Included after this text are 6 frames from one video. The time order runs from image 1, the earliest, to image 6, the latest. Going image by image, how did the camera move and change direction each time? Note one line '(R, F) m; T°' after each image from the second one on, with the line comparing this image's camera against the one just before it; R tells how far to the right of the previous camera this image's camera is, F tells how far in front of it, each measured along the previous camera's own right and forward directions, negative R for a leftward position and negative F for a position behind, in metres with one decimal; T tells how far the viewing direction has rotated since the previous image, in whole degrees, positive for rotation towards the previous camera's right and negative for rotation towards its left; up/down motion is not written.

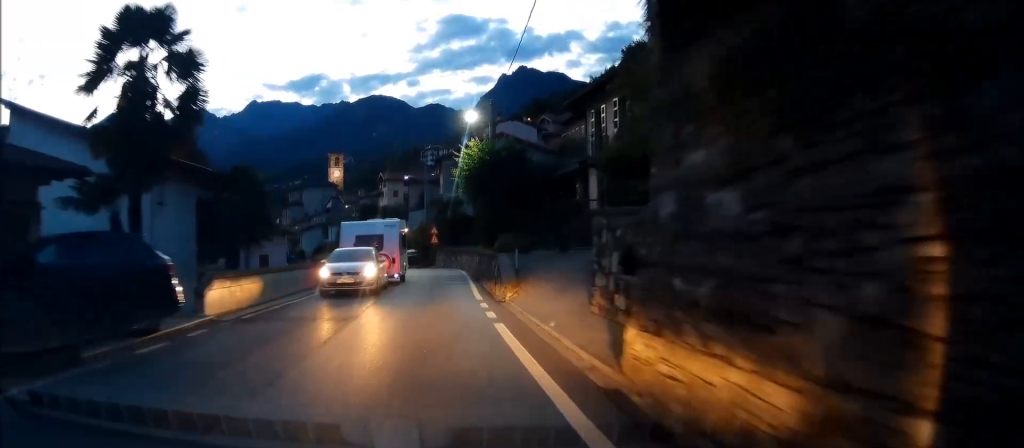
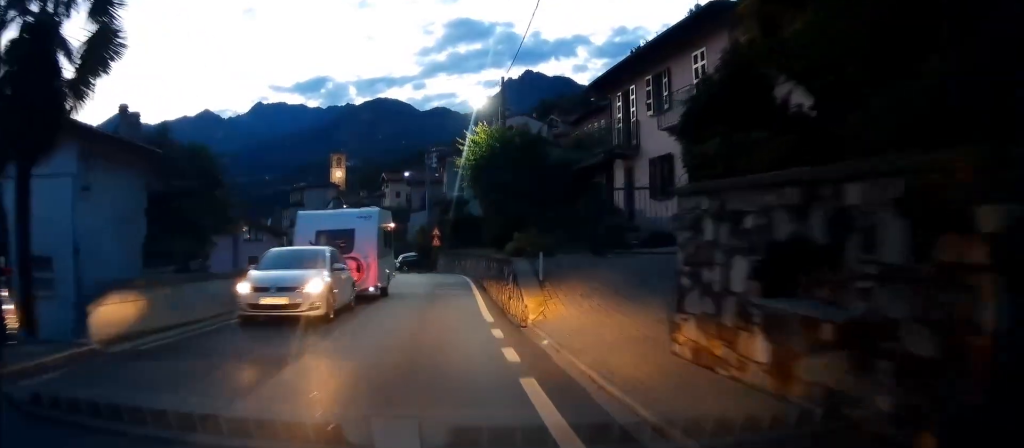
(0.0, +4.6) m; -4°
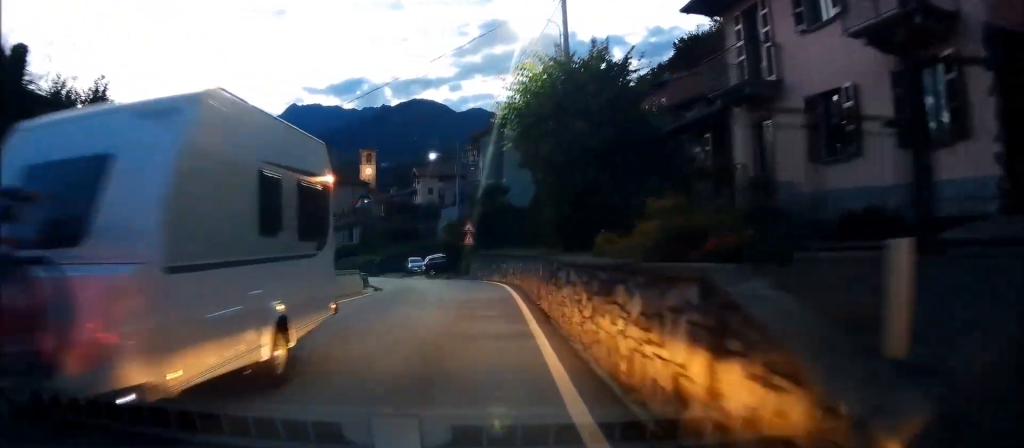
(-0.9, +9.7) m; -6°
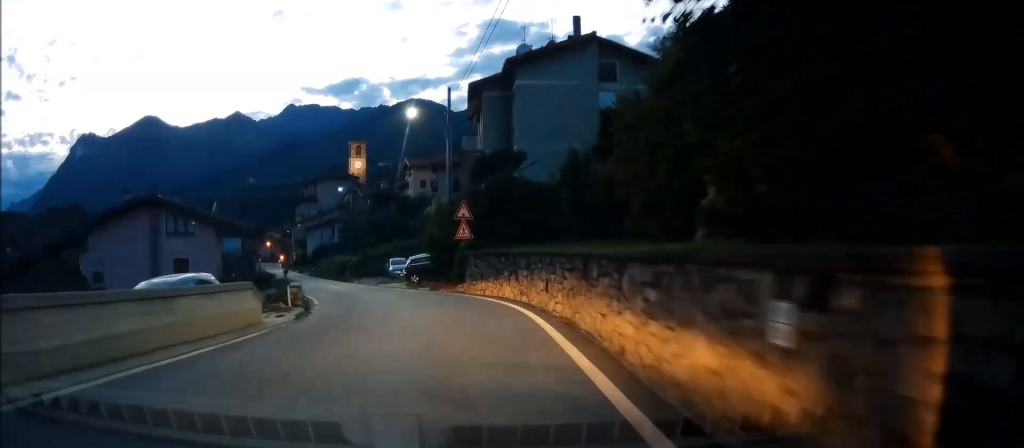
(+0.7, +12.2) m; +2°
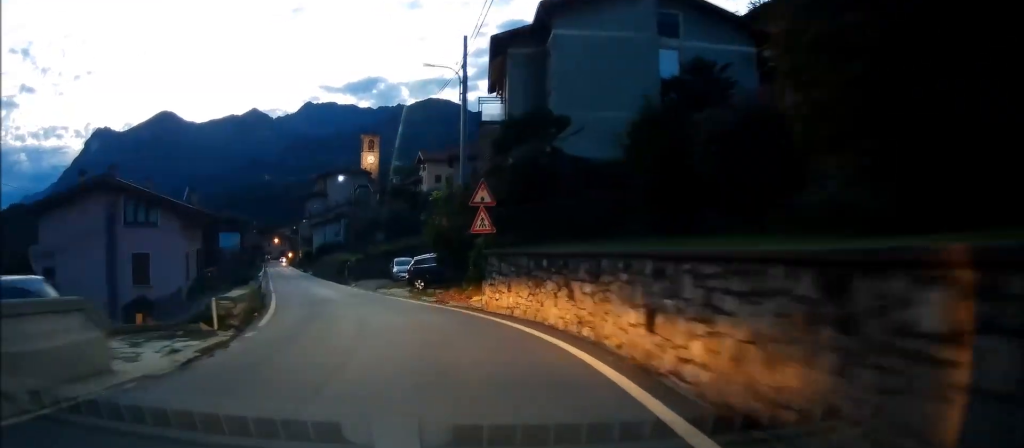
(-0.5, +7.1) m; -5°
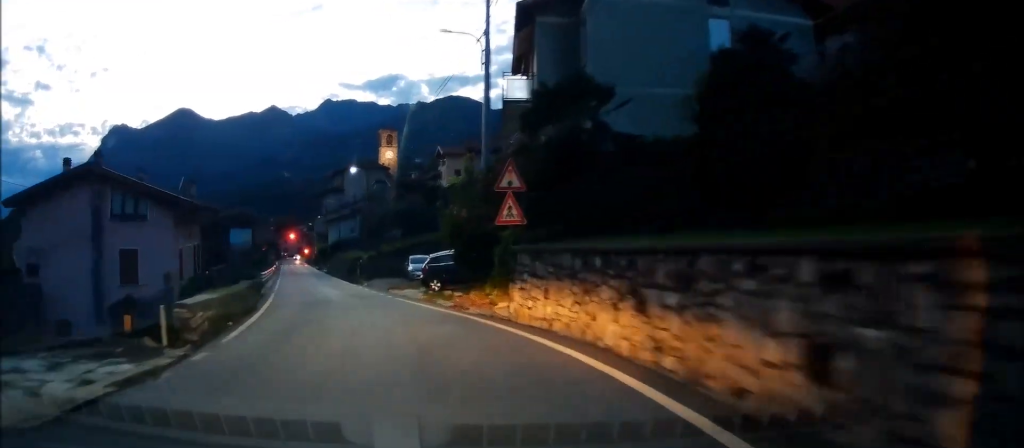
(-0.1, +3.2) m; +1°
